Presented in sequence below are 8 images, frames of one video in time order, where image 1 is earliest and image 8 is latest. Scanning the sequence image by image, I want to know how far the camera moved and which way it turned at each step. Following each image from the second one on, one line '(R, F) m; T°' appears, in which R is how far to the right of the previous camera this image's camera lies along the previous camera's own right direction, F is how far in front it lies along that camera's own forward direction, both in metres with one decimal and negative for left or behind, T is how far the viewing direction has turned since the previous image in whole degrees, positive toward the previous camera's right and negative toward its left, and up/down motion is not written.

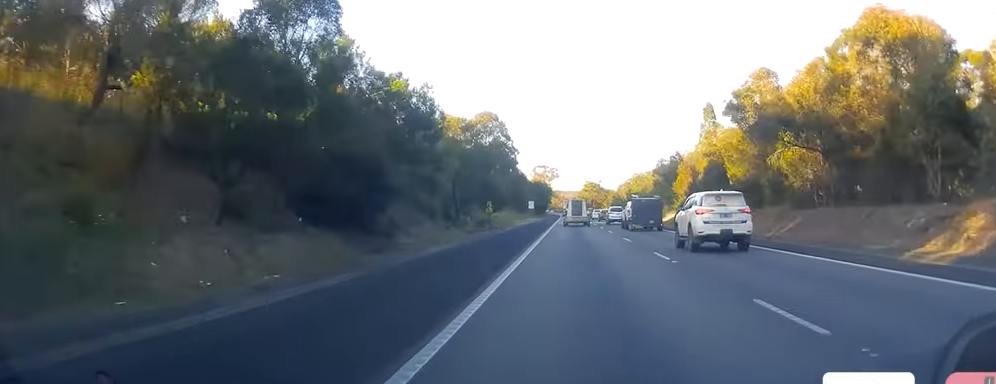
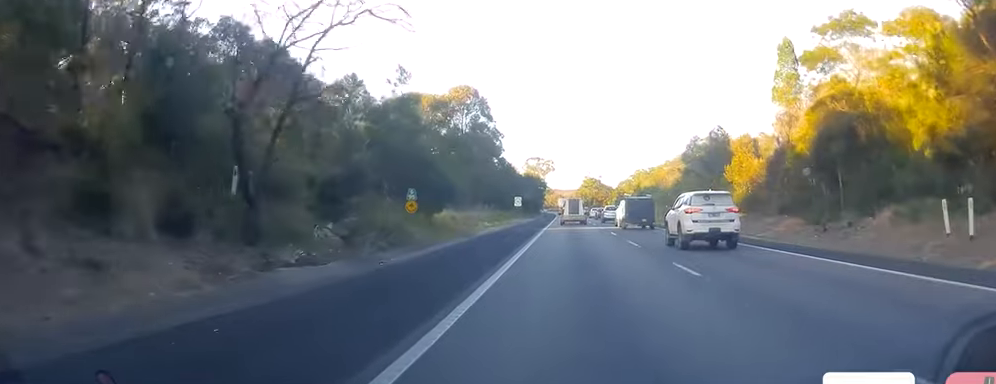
(-0.5, +29.2) m; -1°
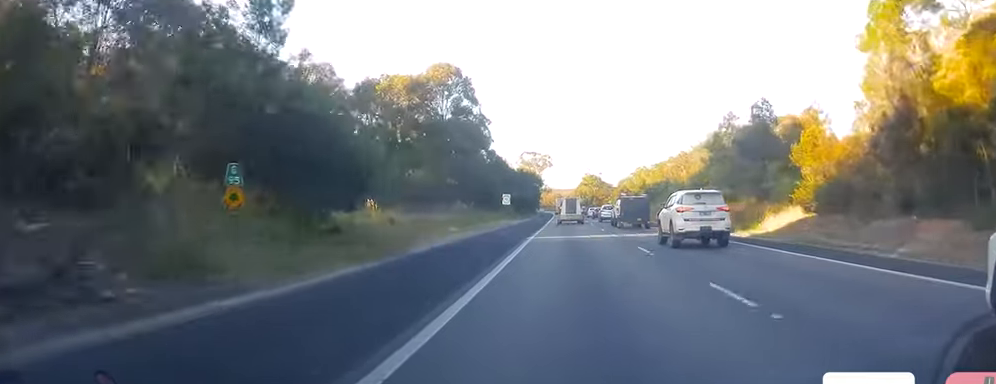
(+0.1, +16.9) m; +1°
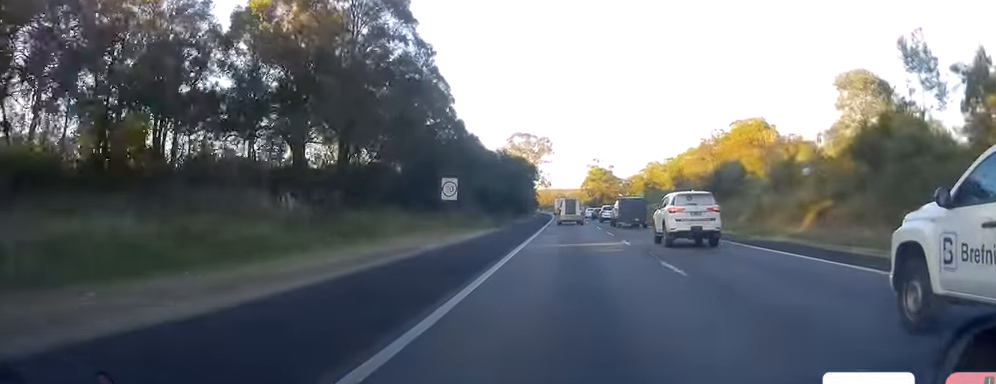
(+0.7, +43.4) m; +1°
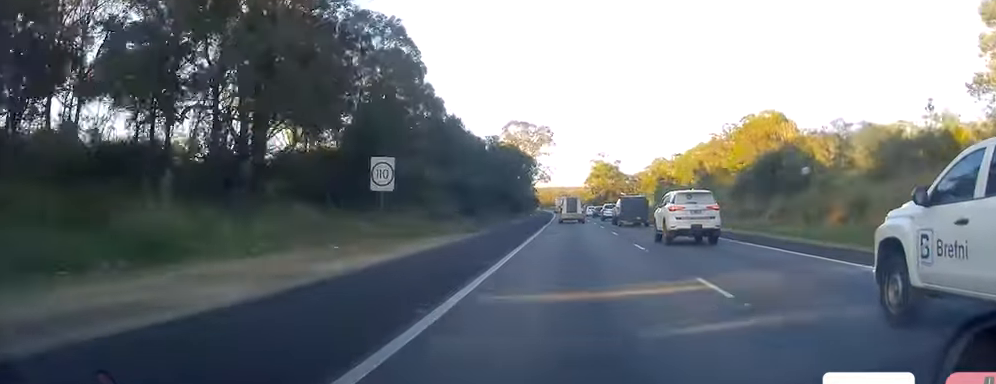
(-0.2, +16.0) m; -1°
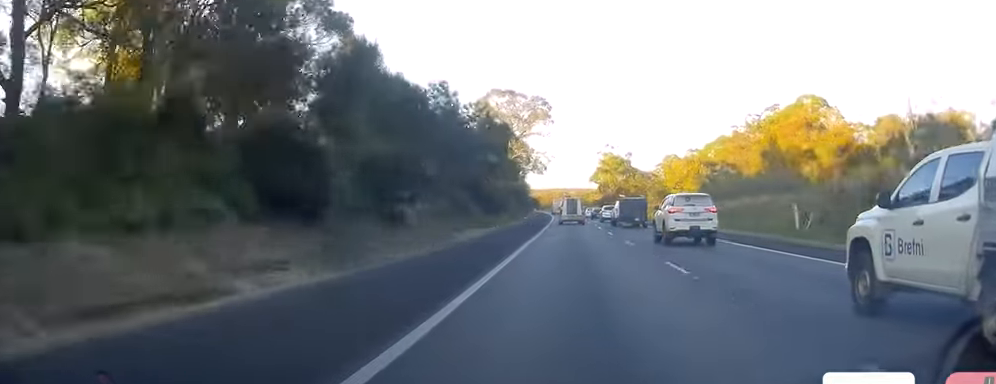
(-0.5, +32.0) m; 0°
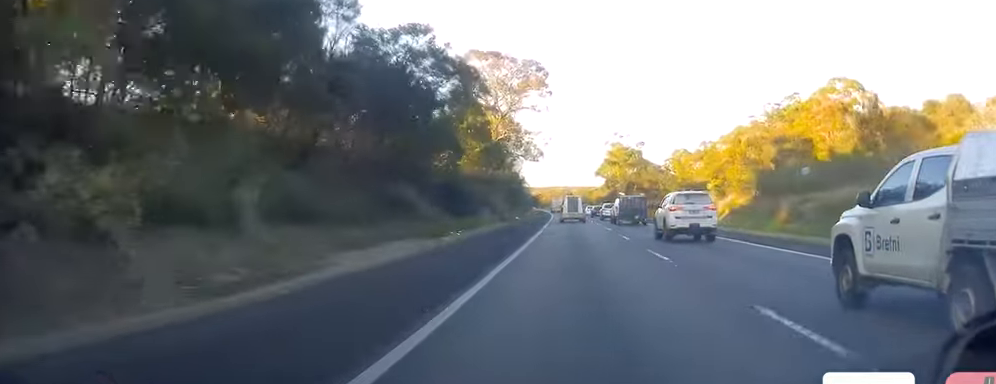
(+0.2, +20.5) m; 0°
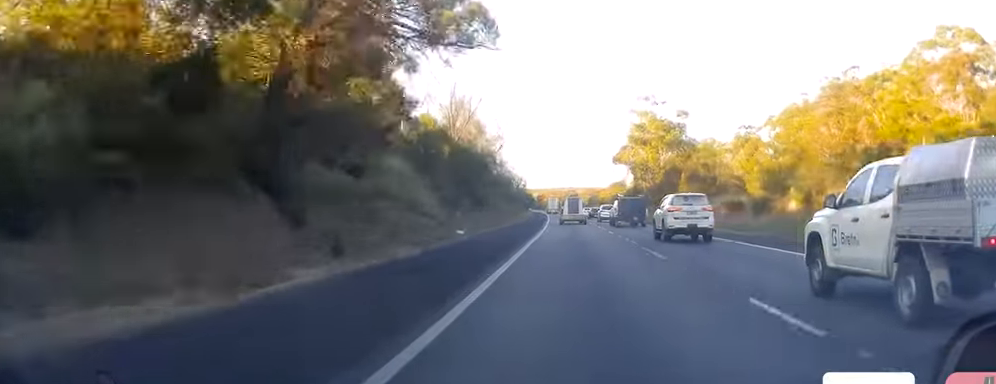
(-0.3, +47.2) m; +1°
